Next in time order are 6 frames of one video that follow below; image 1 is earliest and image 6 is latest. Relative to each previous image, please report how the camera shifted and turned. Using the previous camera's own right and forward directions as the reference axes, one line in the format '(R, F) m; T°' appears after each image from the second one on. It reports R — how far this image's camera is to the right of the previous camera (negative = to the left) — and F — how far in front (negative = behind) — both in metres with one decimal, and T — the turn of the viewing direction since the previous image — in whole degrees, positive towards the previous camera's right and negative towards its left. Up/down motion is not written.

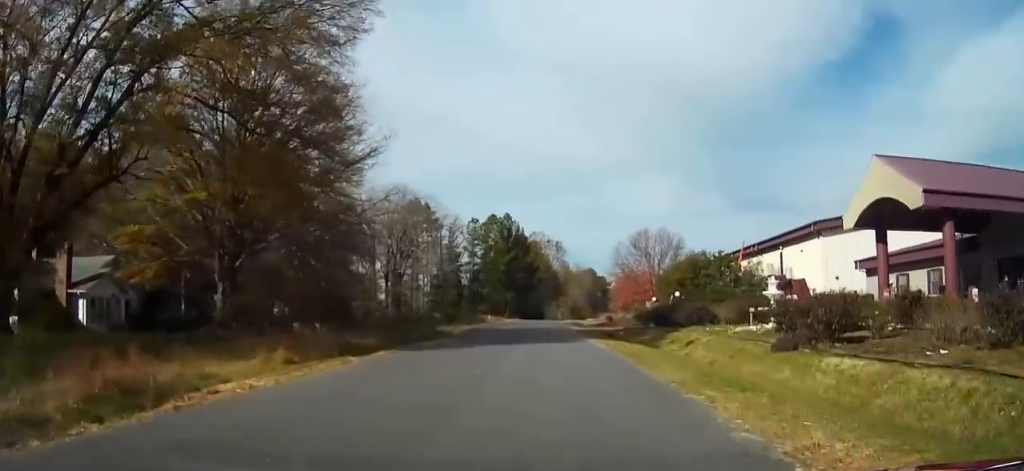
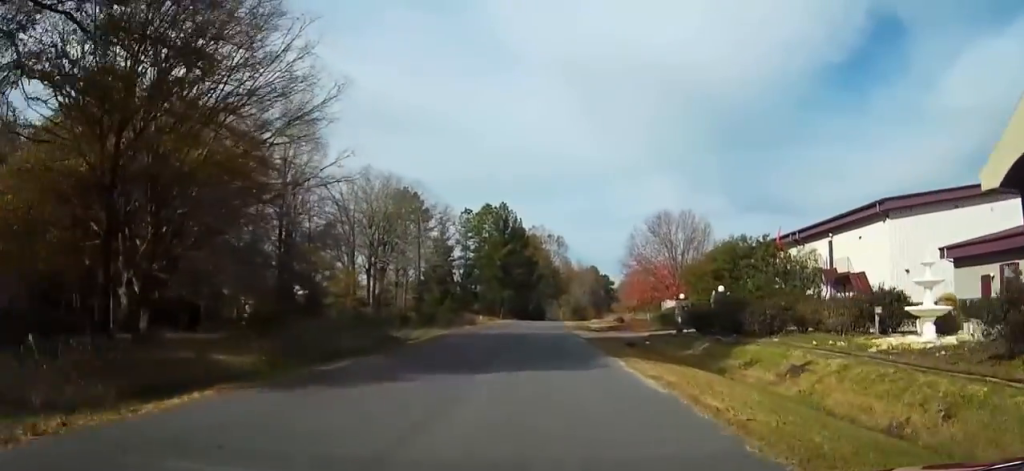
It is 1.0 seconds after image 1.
(+0.1, +12.9) m; 0°
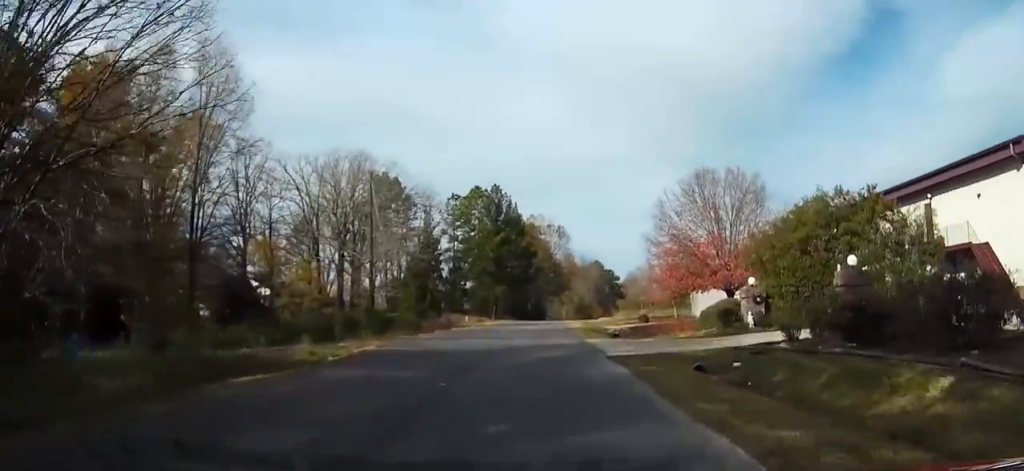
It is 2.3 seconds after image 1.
(-0.2, +16.6) m; -1°
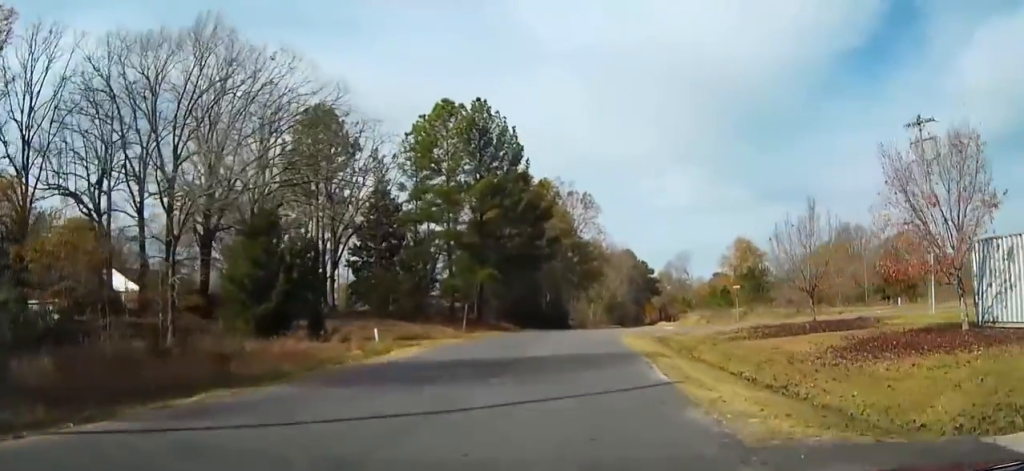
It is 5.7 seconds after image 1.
(-0.8, +44.8) m; -2°
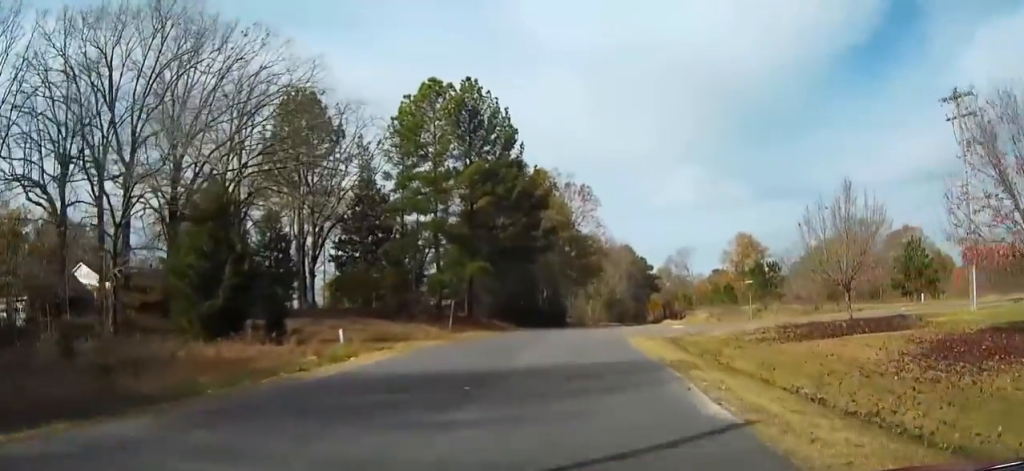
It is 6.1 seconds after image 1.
(-0.1, +4.9) m; 0°
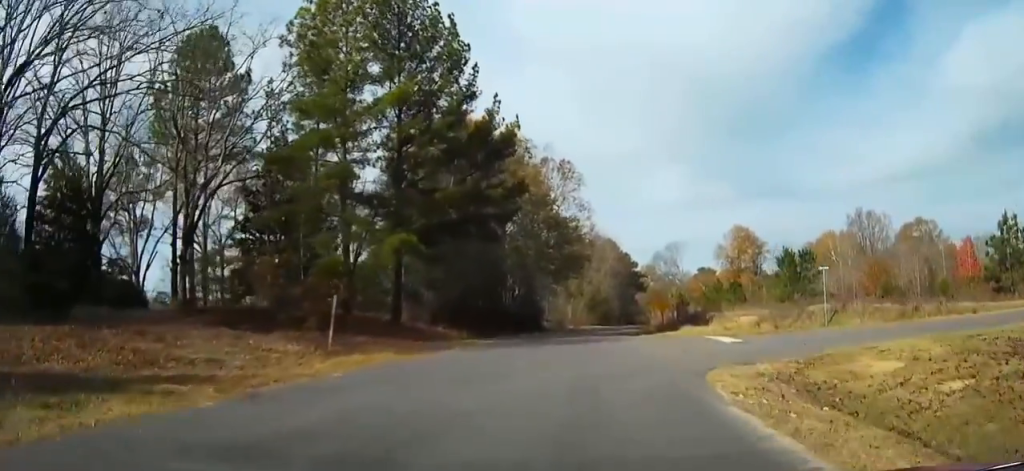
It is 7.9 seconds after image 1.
(+0.5, +19.2) m; +1°
